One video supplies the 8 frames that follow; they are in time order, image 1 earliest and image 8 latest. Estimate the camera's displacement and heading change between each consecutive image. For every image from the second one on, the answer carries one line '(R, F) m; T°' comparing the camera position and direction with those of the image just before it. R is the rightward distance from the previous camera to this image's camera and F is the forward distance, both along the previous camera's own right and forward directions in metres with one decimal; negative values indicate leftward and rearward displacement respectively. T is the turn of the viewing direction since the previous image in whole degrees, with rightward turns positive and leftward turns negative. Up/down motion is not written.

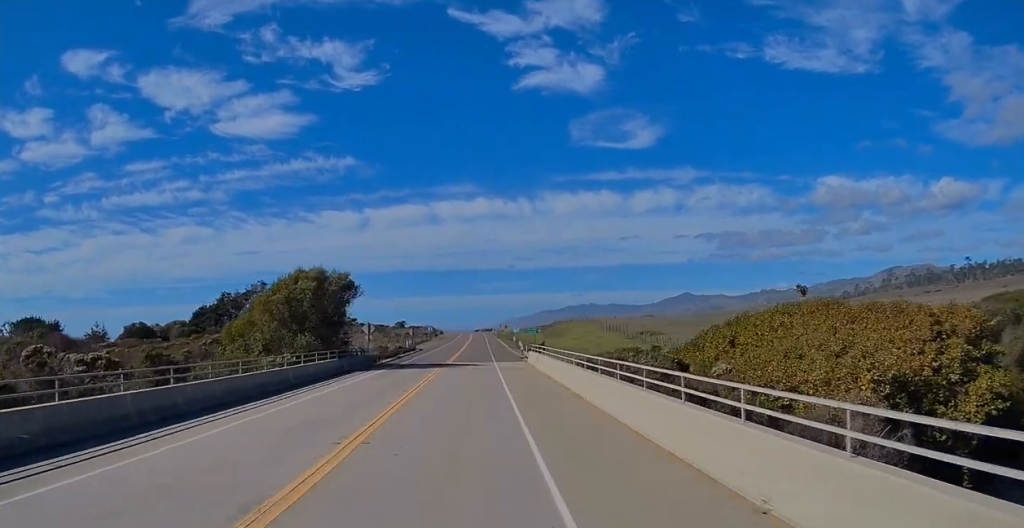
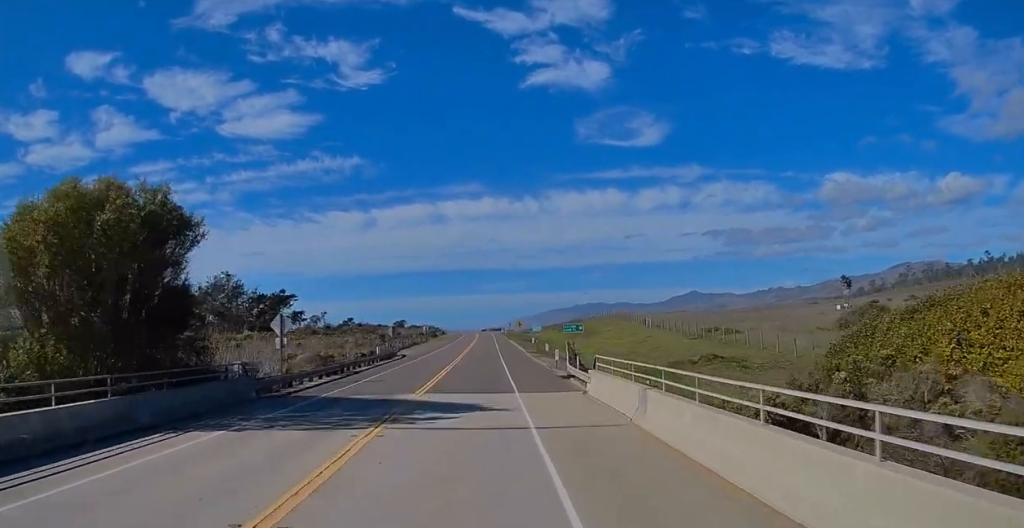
(0.0, +28.3) m; 0°
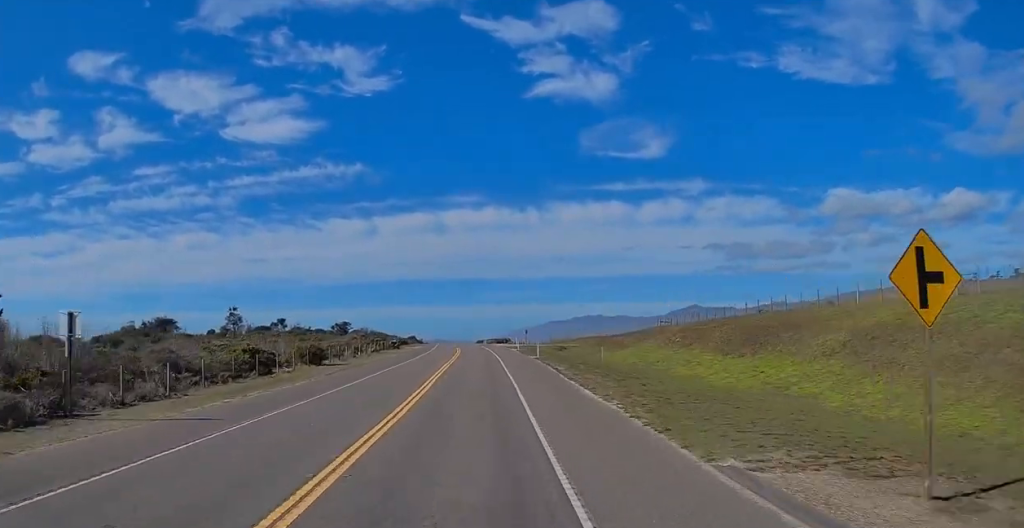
(-0.7, +108.0) m; 0°
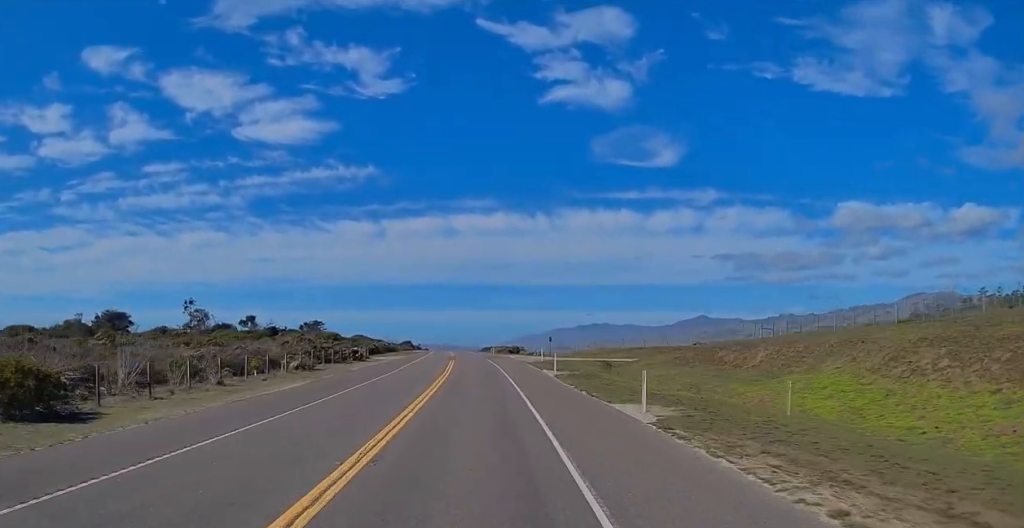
(+0.2, +35.7) m; -1°
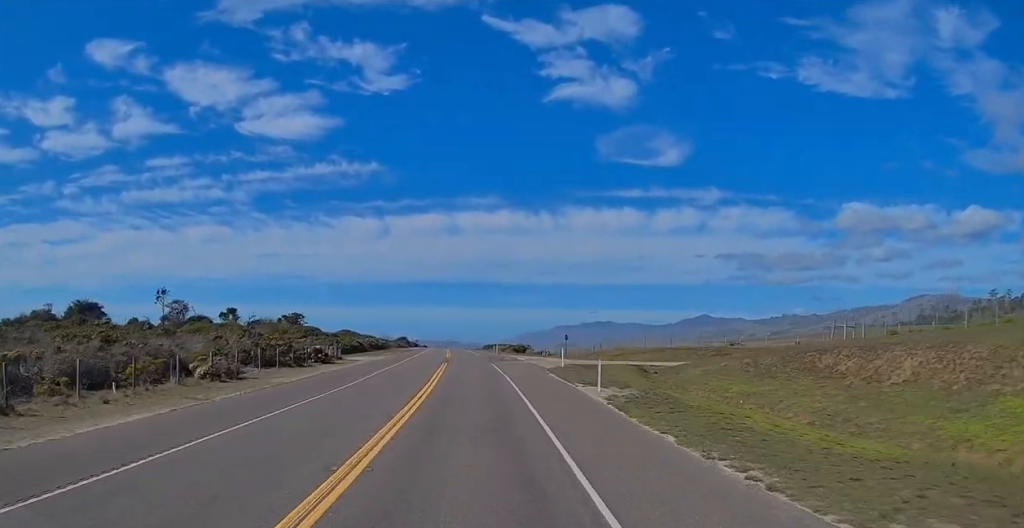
(-0.1, +16.2) m; -1°
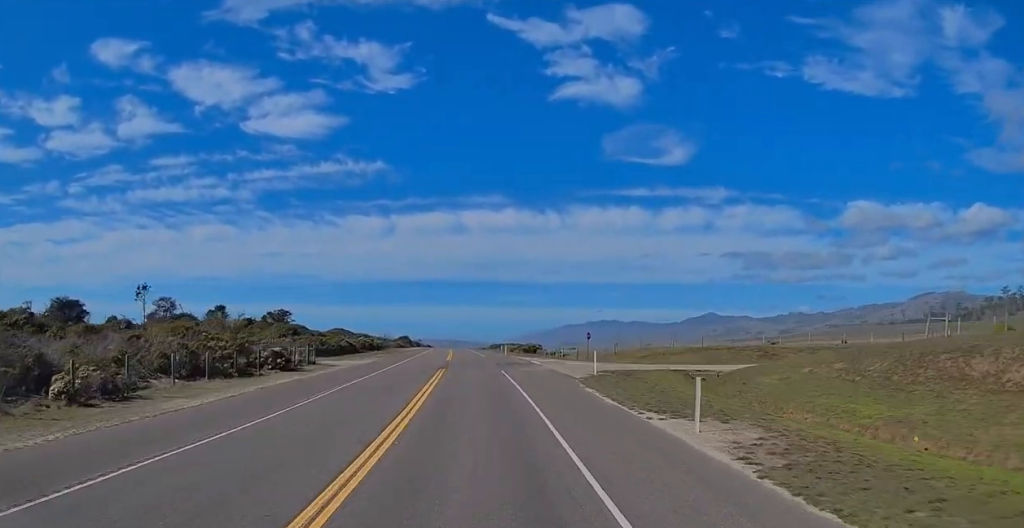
(-0.2, +12.6) m; 0°
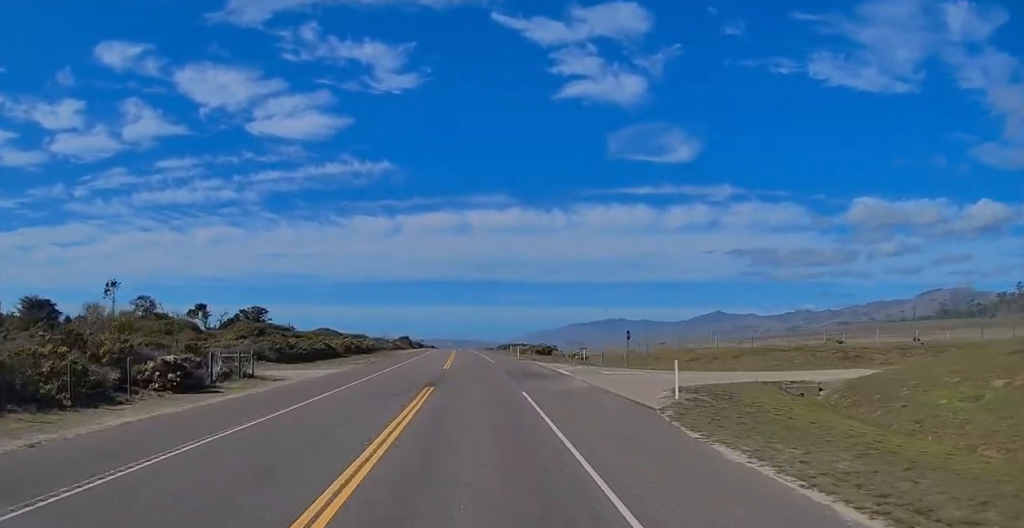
(-0.1, +14.4) m; 0°
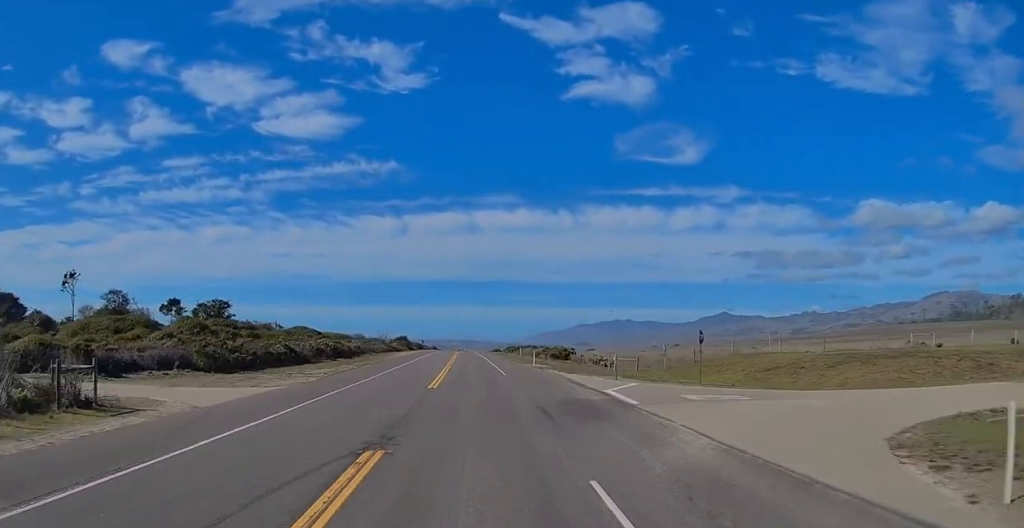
(+0.1, +15.1) m; 0°
